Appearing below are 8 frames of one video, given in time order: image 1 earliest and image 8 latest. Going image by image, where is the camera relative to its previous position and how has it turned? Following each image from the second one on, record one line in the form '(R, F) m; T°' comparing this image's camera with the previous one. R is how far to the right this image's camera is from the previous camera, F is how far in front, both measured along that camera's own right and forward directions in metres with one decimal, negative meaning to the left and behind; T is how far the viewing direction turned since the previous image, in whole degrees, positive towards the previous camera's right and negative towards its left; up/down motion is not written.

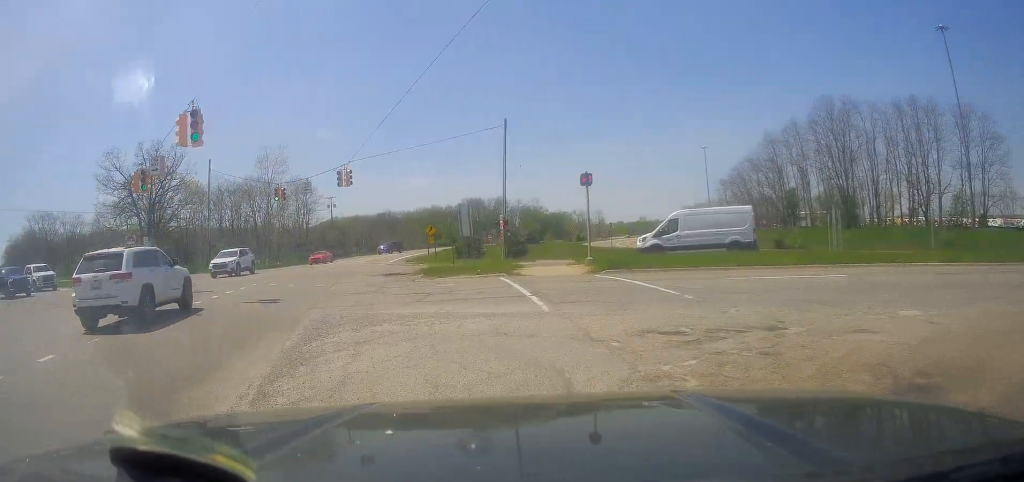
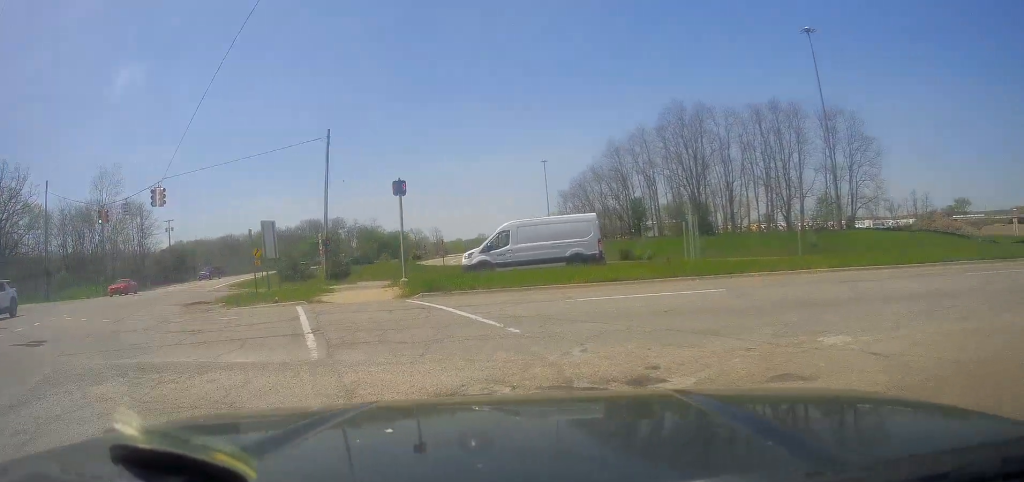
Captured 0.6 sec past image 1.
(+0.6, +3.7) m; +16°
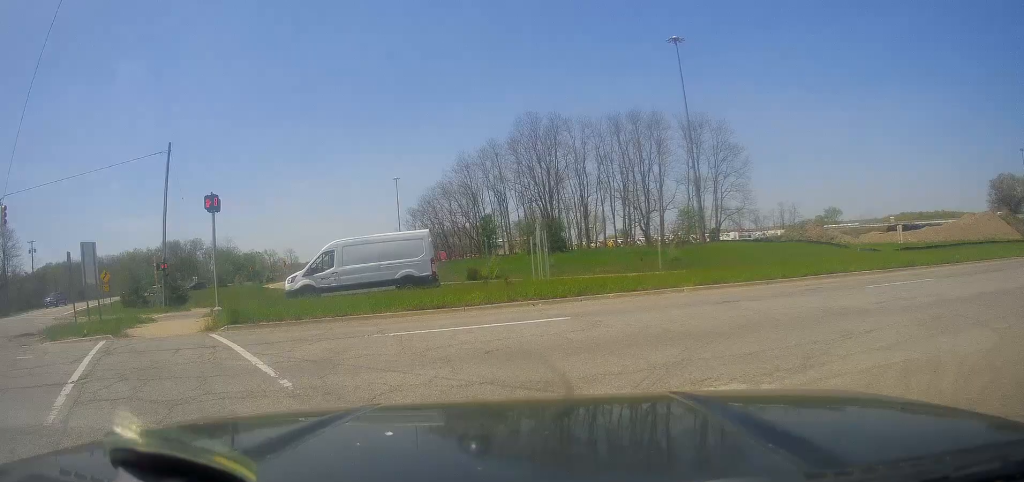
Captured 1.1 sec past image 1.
(+0.3, +2.8) m; +15°
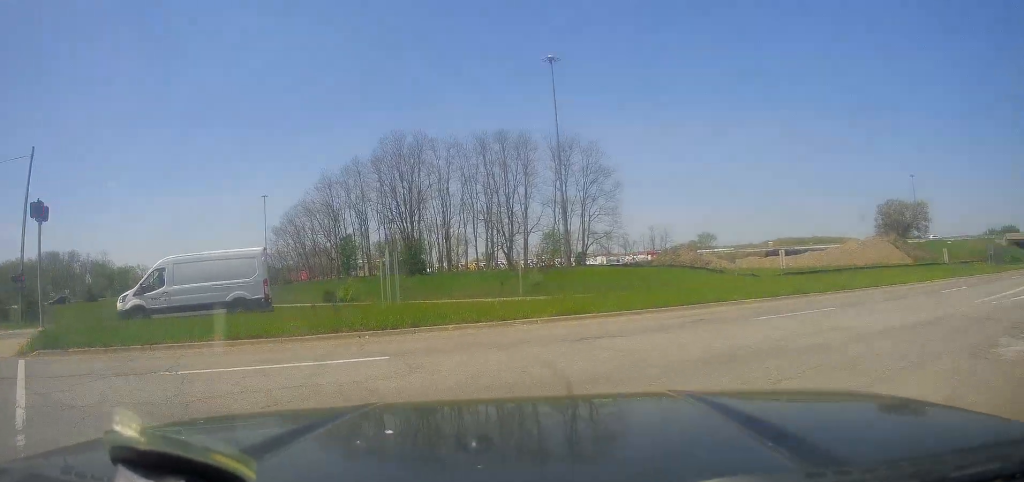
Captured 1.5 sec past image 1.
(+0.4, +2.3) m; +15°
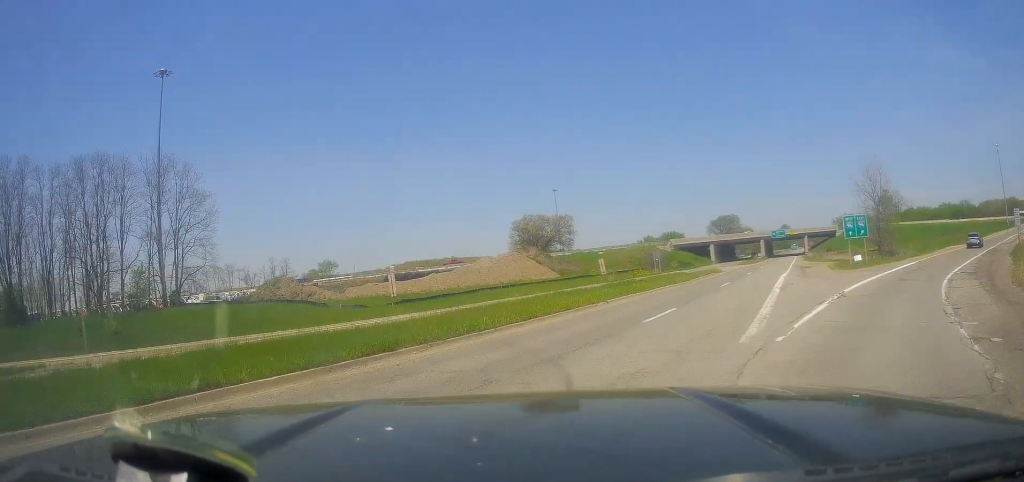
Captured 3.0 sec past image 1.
(+3.5, +7.2) m; +41°
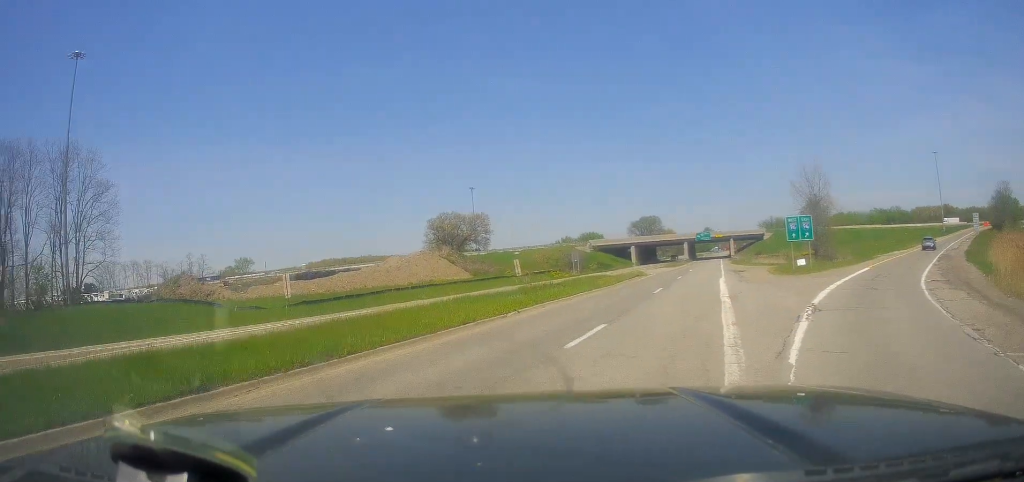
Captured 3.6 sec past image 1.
(+0.3, +3.7) m; +6°
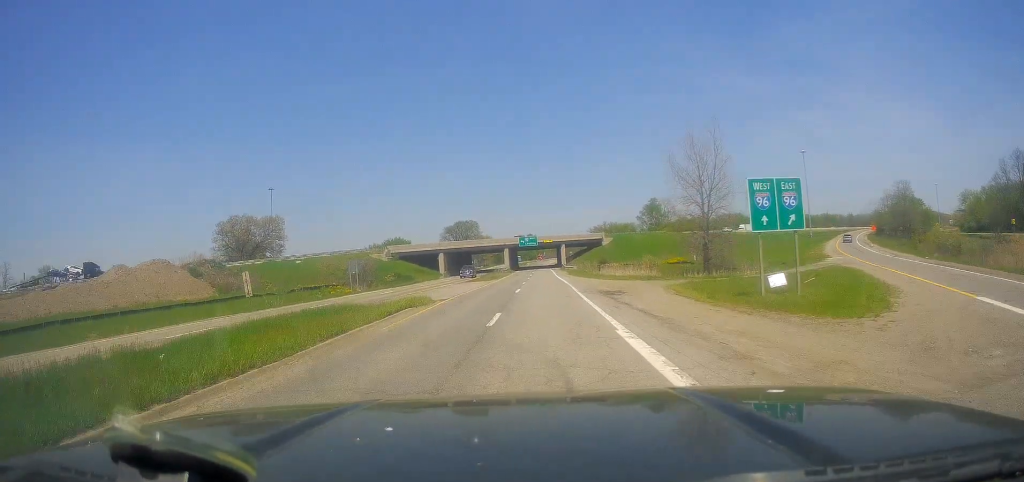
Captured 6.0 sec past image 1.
(+3.2, +22.7) m; +12°
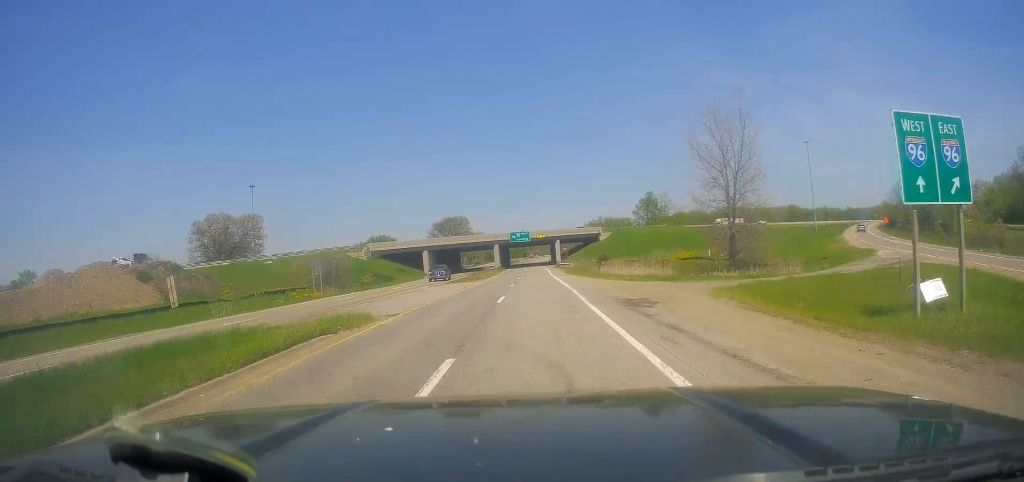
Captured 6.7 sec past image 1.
(+0.1, +8.9) m; +2°
